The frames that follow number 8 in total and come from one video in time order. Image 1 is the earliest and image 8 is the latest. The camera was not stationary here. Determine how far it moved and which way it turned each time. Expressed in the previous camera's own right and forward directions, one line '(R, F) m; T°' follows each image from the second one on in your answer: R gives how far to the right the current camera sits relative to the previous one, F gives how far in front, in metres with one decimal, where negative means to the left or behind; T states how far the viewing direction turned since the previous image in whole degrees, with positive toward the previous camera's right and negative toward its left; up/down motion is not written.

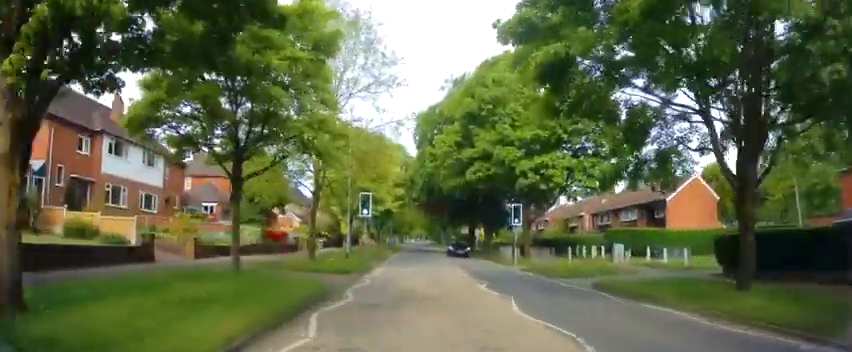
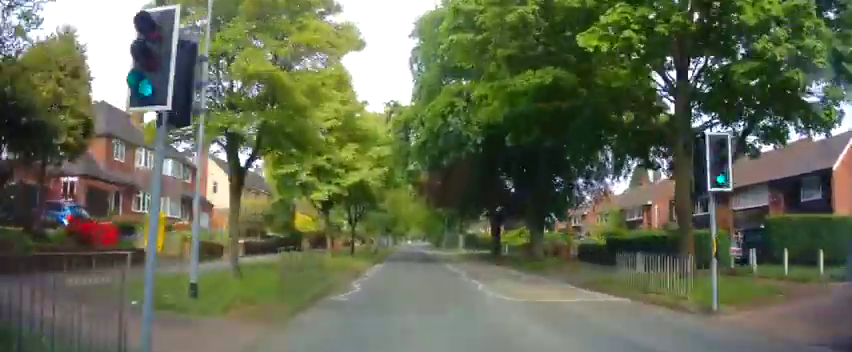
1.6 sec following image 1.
(+0.6, +19.2) m; 0°
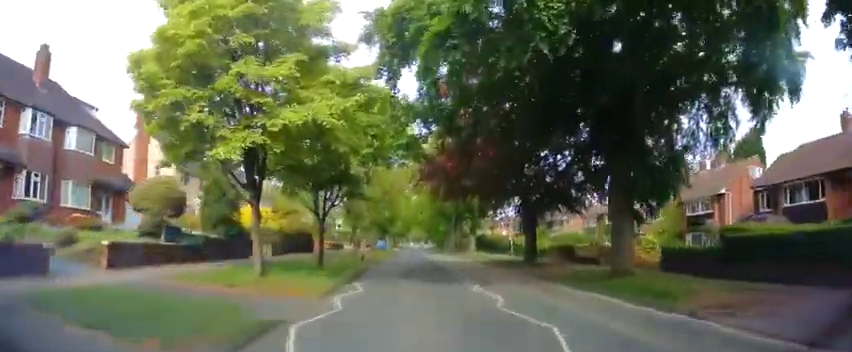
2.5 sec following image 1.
(-0.3, +11.5) m; 0°
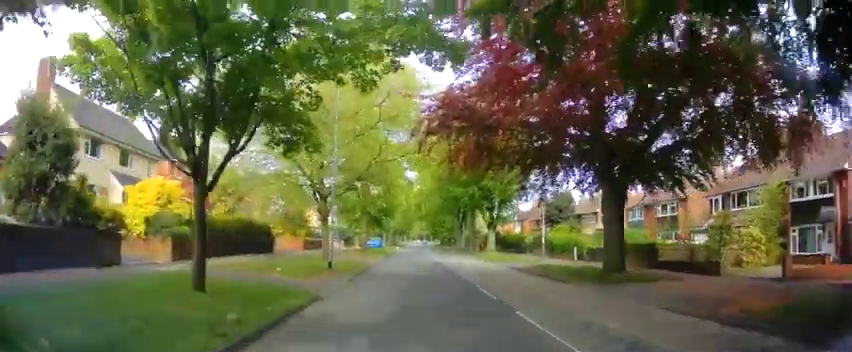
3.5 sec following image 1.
(+0.2, +12.3) m; +1°
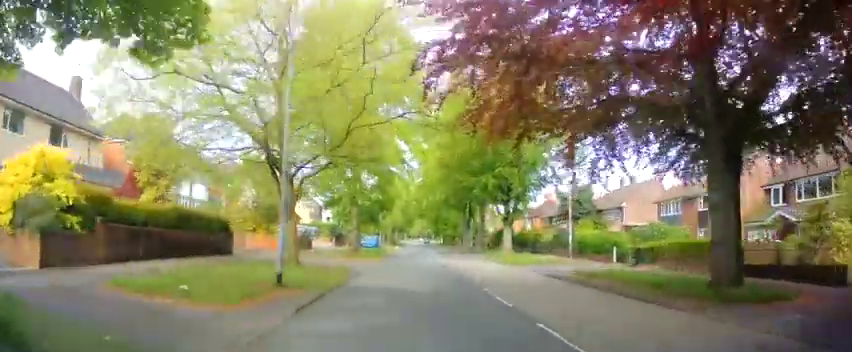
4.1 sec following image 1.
(0.0, +6.9) m; 0°
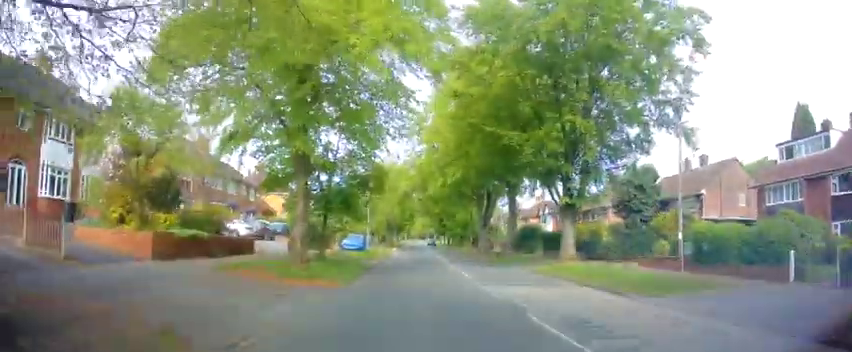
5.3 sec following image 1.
(0.0, +15.1) m; 0°
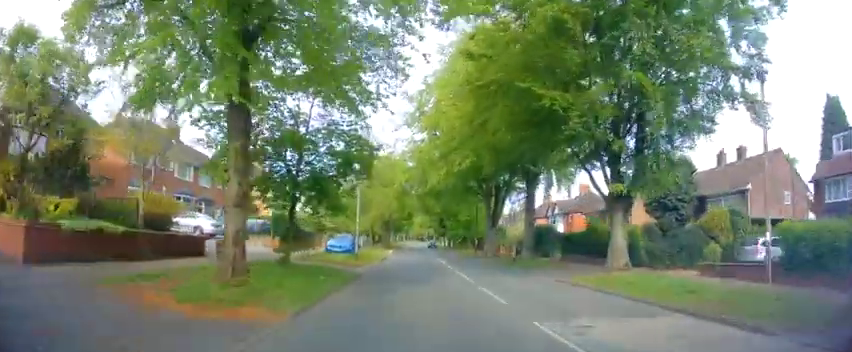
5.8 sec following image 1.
(+0.1, +6.1) m; -1°
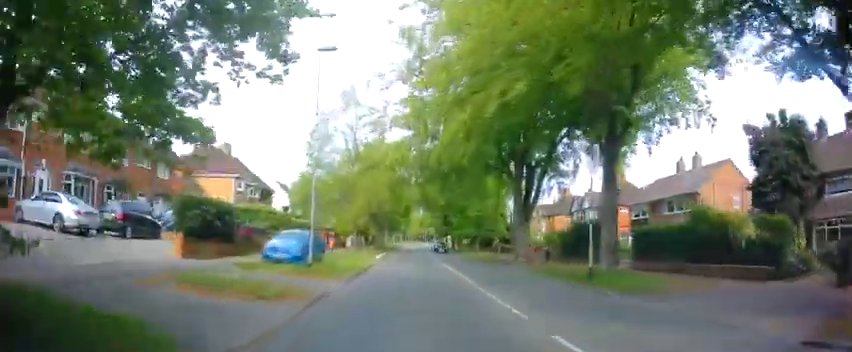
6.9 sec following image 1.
(-0.3, +12.9) m; -2°
